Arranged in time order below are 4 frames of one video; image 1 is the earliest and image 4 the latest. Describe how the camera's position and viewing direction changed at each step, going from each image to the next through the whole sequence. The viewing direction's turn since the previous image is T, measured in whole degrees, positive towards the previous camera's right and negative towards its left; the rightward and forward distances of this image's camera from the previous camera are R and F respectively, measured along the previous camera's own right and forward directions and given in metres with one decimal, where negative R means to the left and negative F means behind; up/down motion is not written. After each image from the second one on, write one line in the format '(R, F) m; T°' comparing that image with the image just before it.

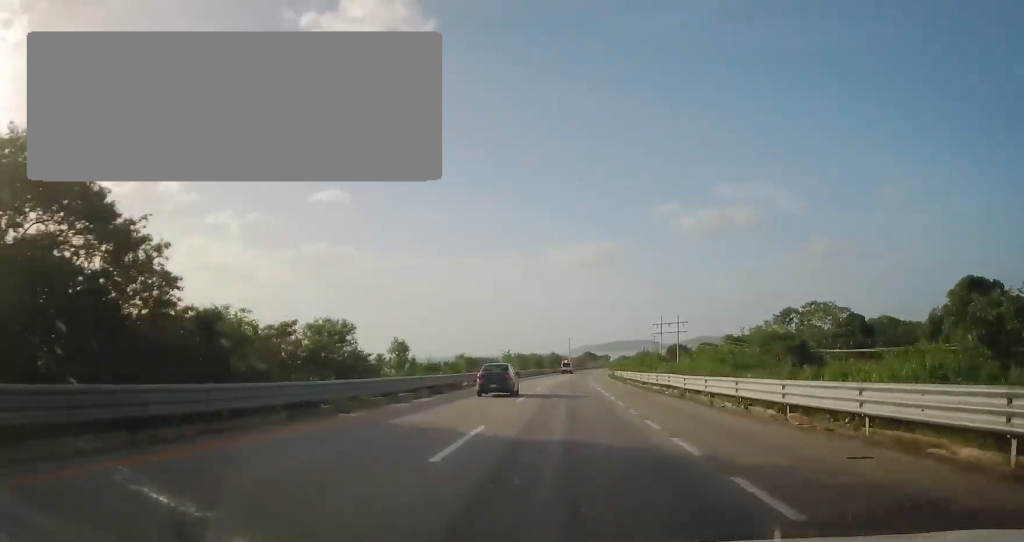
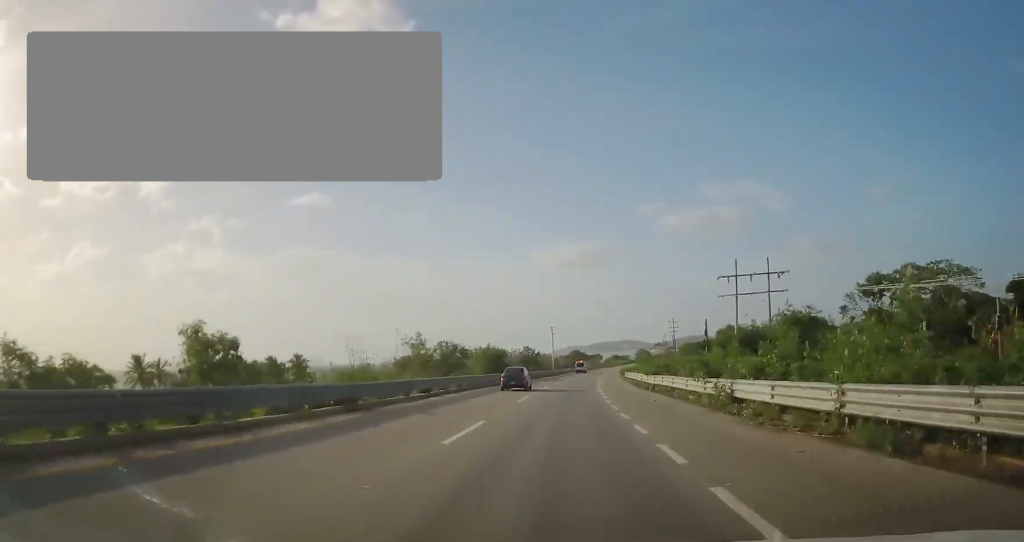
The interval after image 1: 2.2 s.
(+0.5, +56.5) m; +2°
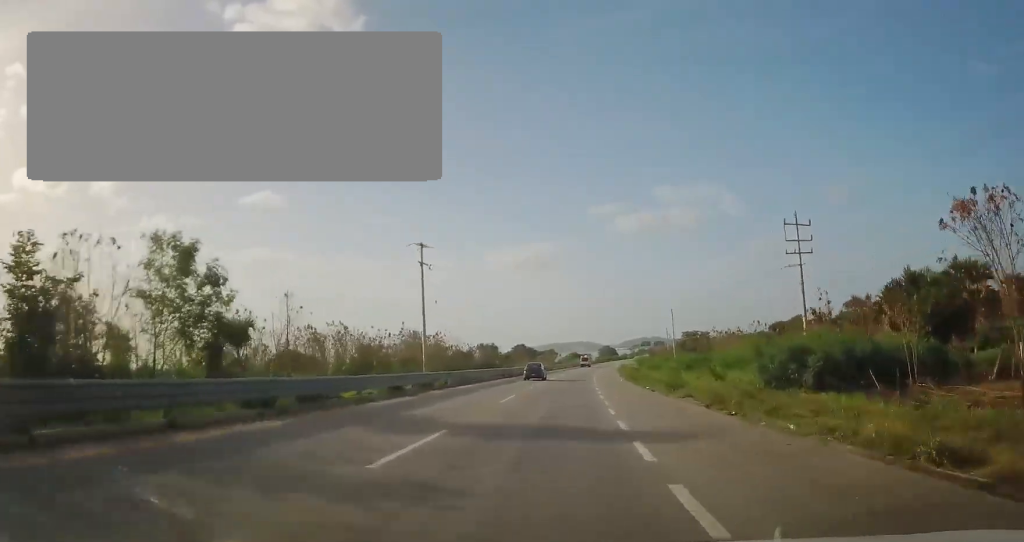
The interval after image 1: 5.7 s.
(+2.3, +94.2) m; +1°
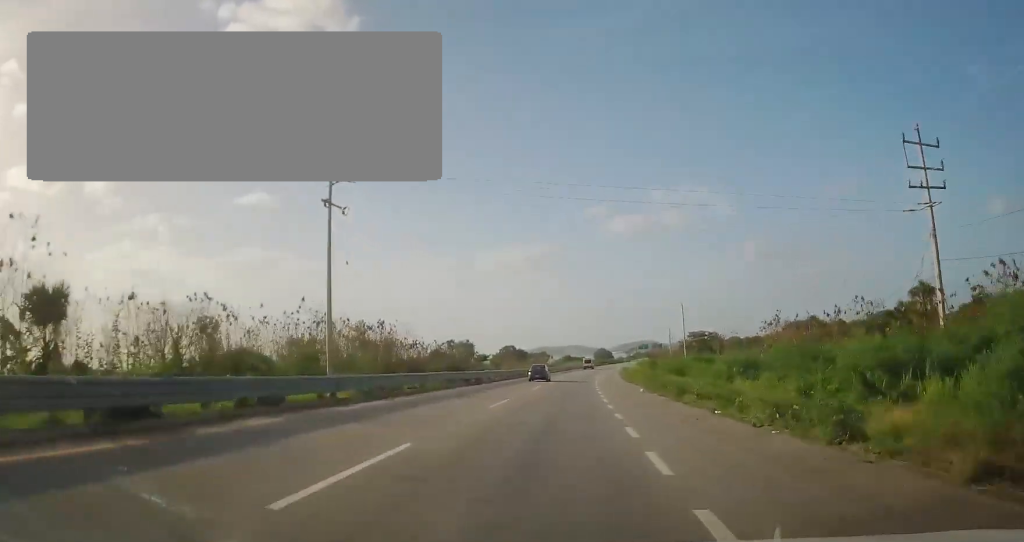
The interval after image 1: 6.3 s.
(0.0, +17.8) m; 0°
